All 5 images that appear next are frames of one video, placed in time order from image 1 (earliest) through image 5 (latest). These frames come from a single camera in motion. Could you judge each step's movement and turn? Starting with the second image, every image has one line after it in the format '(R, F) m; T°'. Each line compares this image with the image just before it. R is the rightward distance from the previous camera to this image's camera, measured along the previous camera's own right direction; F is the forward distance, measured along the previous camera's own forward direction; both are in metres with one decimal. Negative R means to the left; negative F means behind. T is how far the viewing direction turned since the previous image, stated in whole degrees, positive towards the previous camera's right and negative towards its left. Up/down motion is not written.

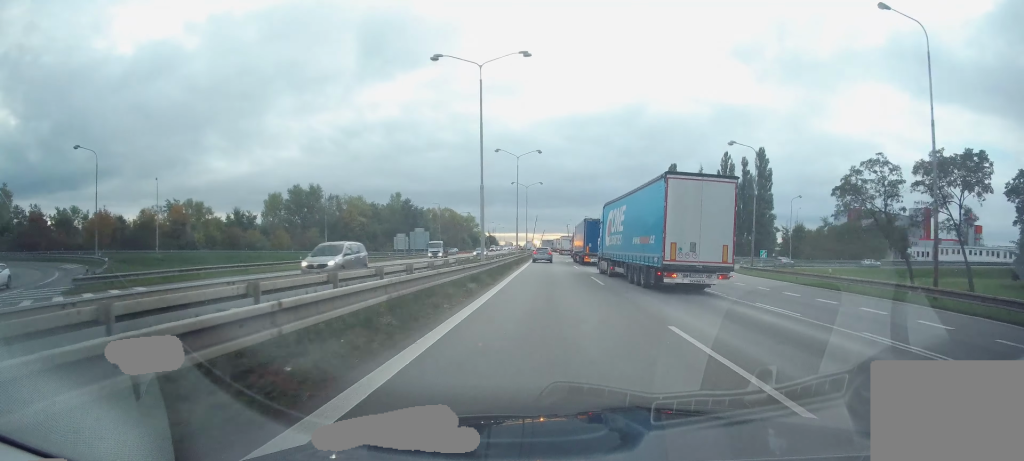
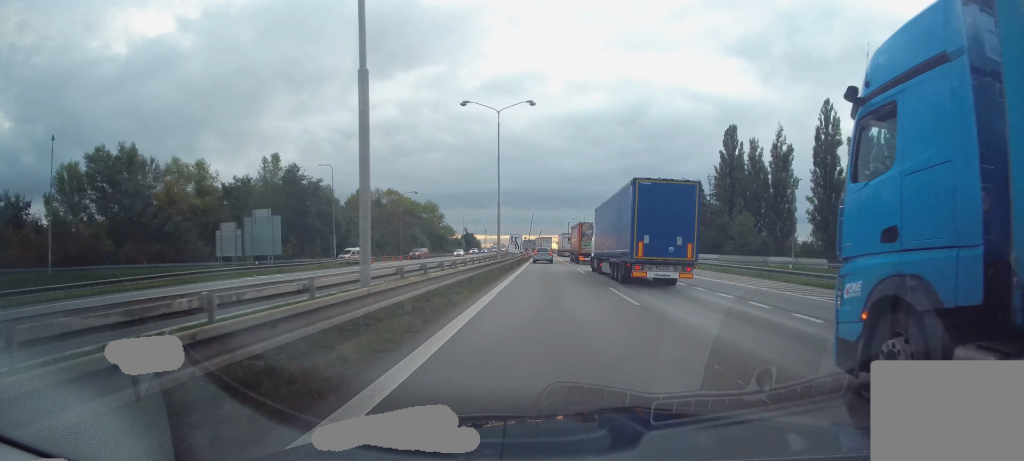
(-0.7, +61.5) m; 0°
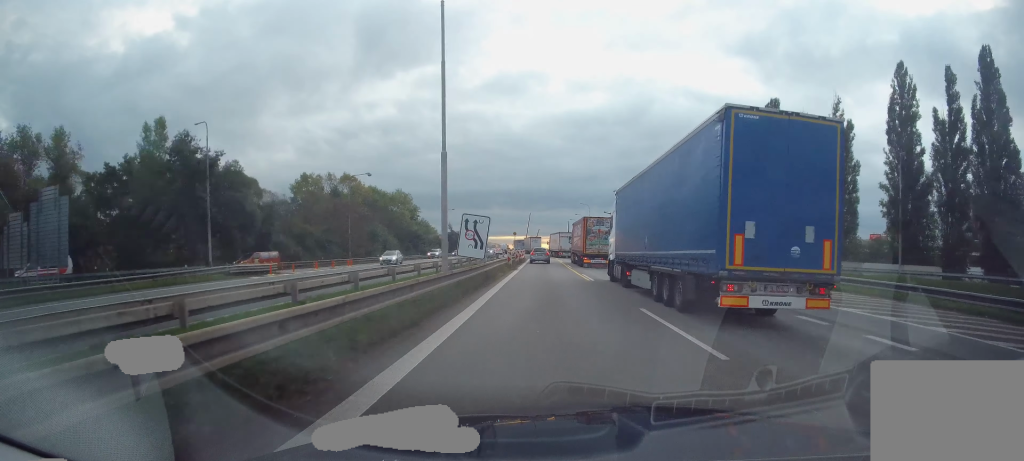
(+0.2, +25.0) m; -1°
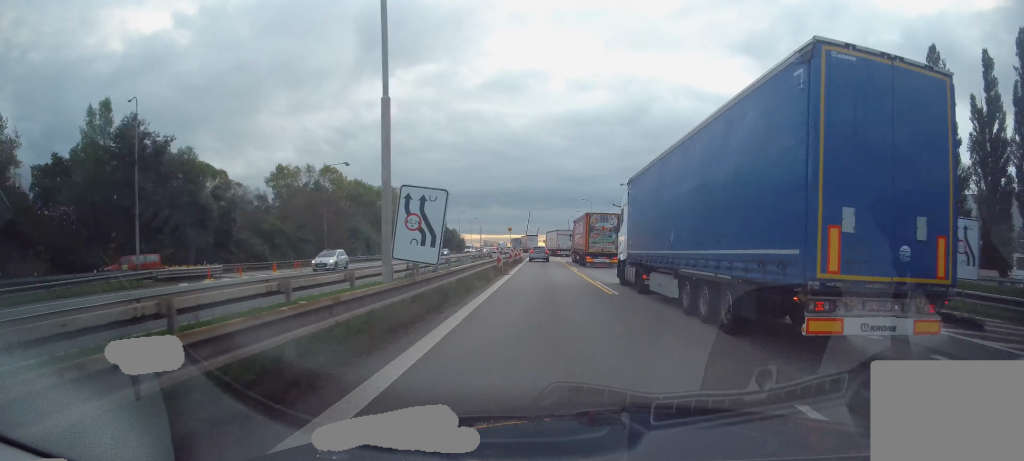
(-0.2, +8.7) m; 0°
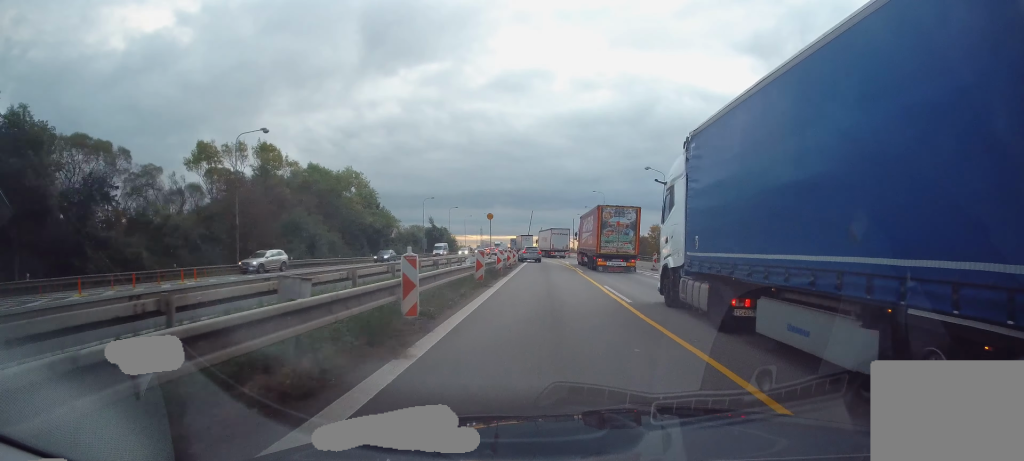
(+0.2, +20.4) m; 0°
